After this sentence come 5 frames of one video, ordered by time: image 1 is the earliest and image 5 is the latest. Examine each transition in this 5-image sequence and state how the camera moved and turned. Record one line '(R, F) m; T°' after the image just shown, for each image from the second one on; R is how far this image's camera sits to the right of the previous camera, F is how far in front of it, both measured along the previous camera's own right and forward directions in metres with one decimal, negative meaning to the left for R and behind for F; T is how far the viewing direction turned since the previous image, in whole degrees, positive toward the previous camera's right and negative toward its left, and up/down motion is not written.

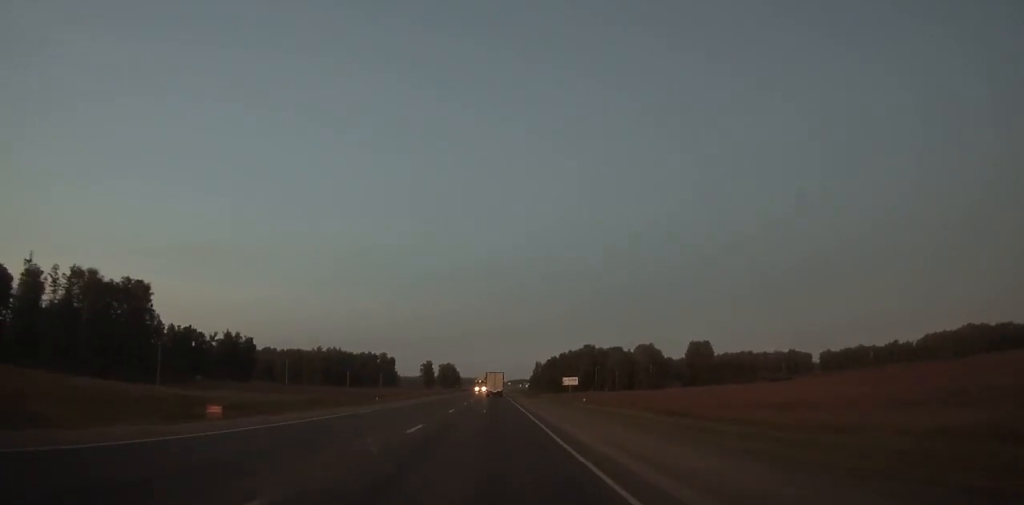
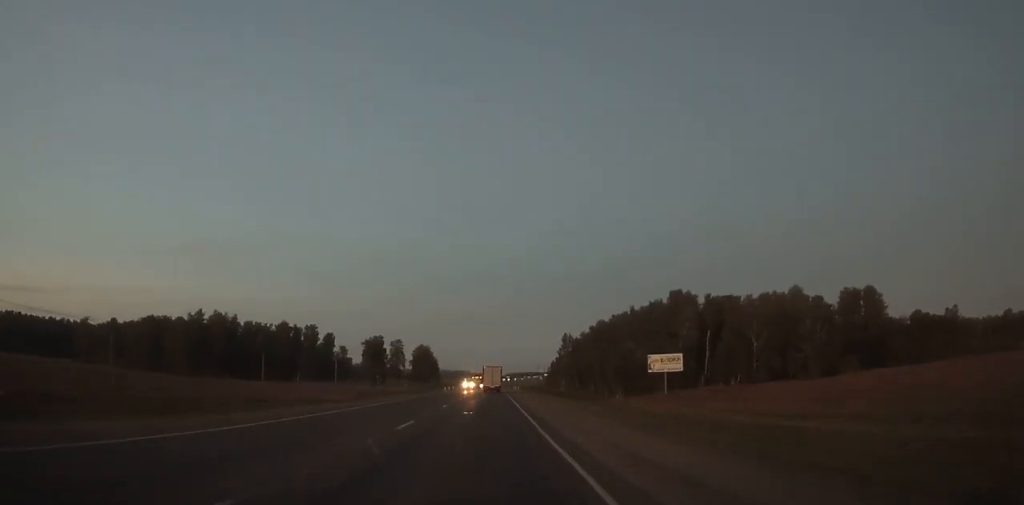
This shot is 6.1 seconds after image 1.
(-0.6, +143.8) m; 0°
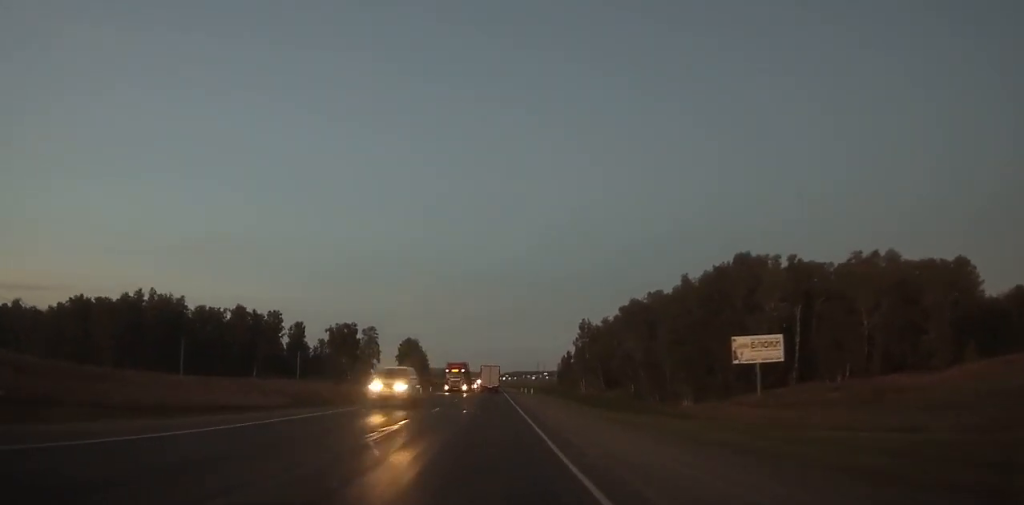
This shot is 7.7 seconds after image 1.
(-0.1, +38.0) m; 0°
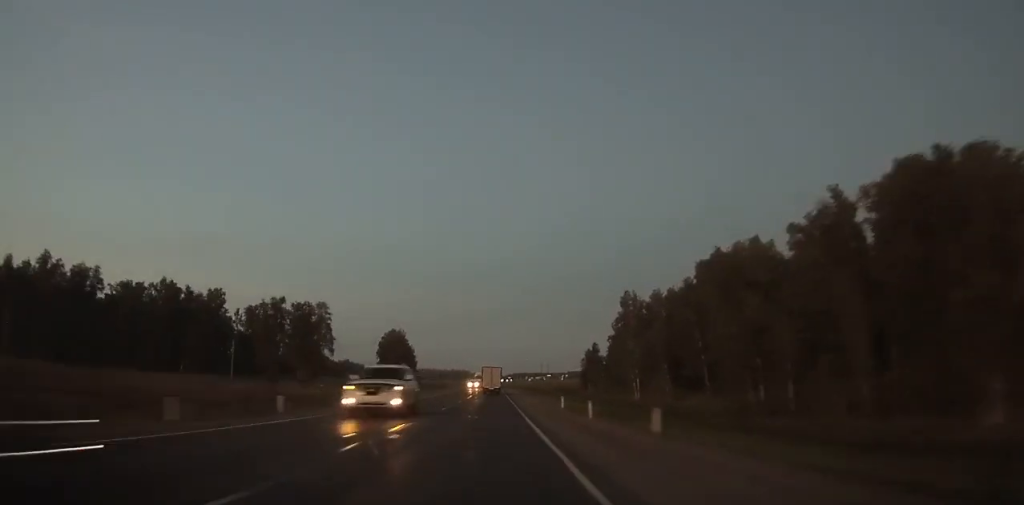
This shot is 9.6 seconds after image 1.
(+0.2, +45.0) m; 0°
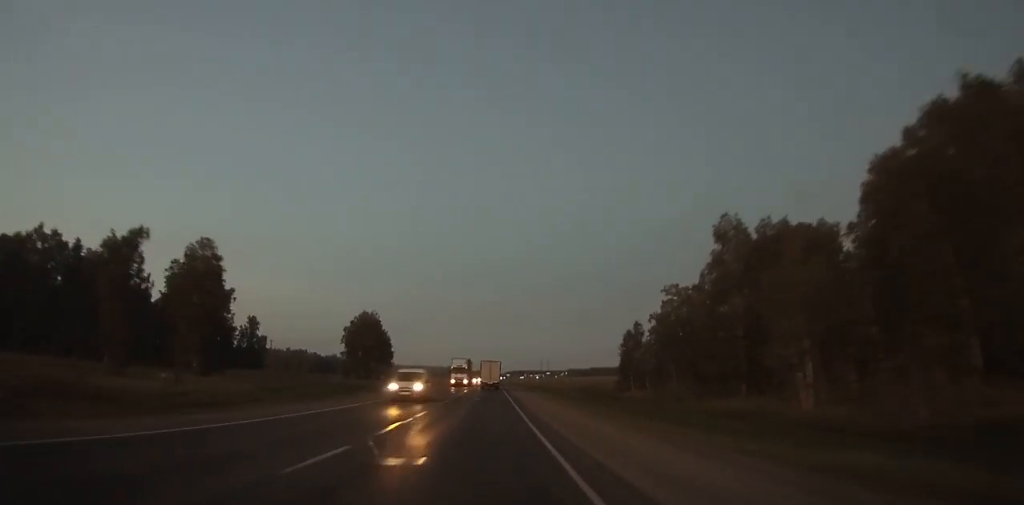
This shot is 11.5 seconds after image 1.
(+0.1, +44.8) m; 0°
